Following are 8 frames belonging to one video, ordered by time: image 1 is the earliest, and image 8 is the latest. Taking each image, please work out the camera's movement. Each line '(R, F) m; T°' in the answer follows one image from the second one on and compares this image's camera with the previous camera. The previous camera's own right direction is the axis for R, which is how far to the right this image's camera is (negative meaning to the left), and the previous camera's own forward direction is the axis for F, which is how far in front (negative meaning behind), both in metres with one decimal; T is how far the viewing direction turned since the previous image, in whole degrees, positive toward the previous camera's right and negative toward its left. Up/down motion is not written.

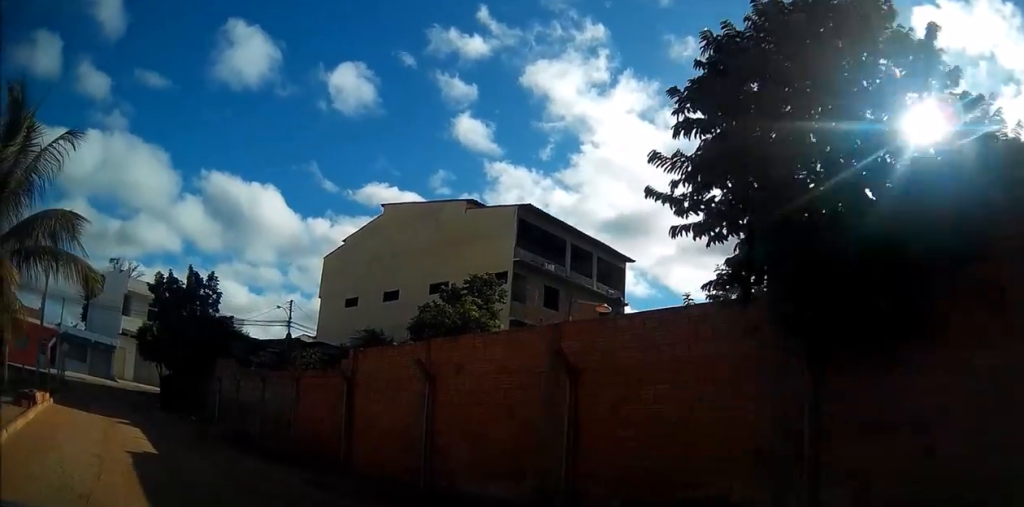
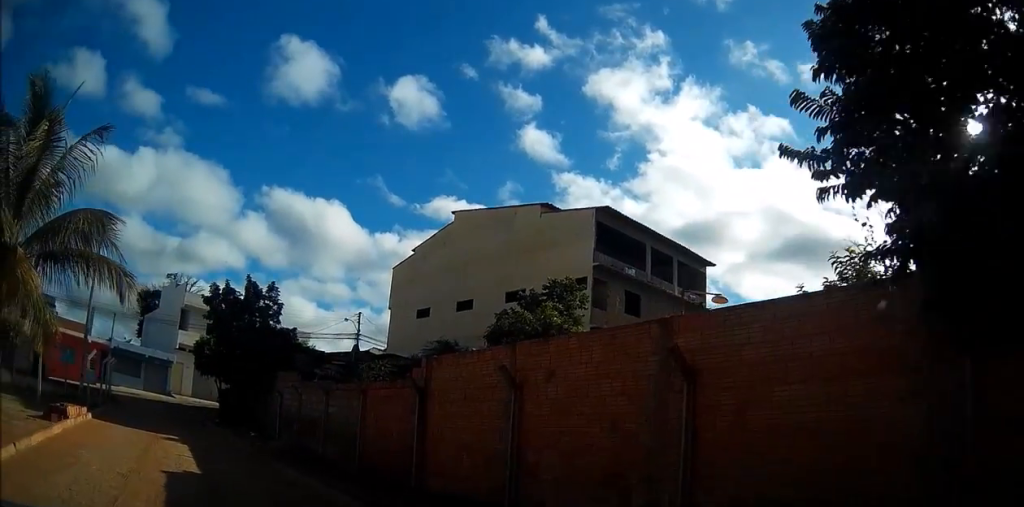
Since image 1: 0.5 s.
(-0.1, +1.6) m; -9°
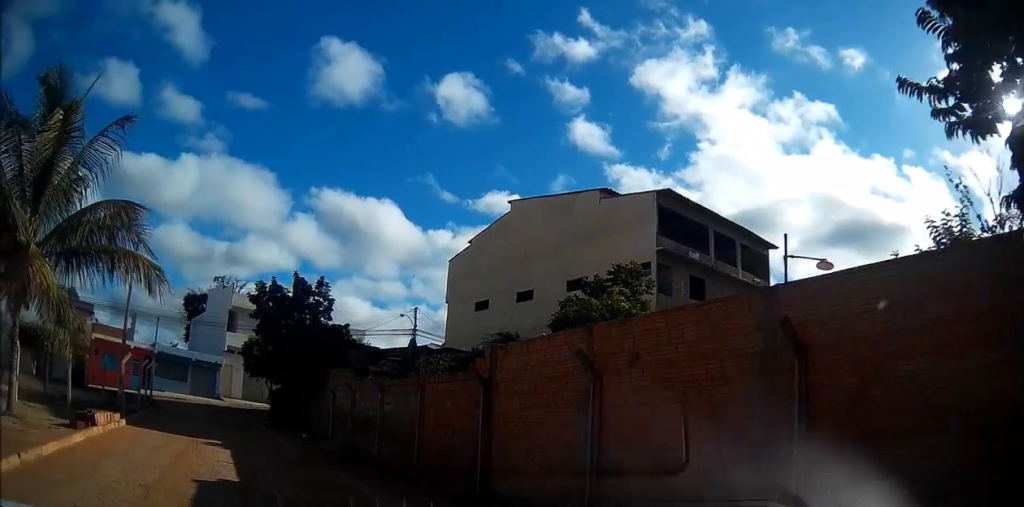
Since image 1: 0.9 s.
(-0.1, +1.1) m; -7°
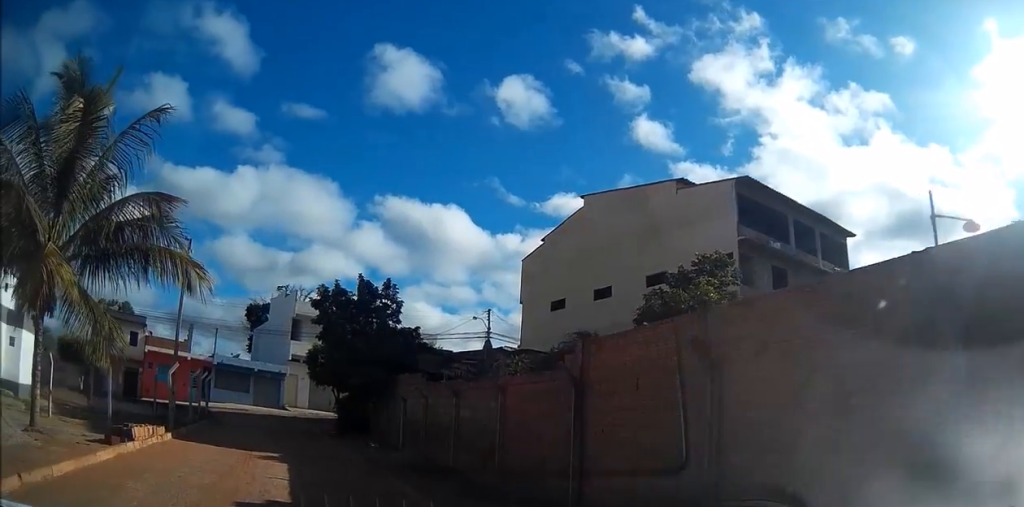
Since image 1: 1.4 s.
(-0.1, +1.3) m; -7°
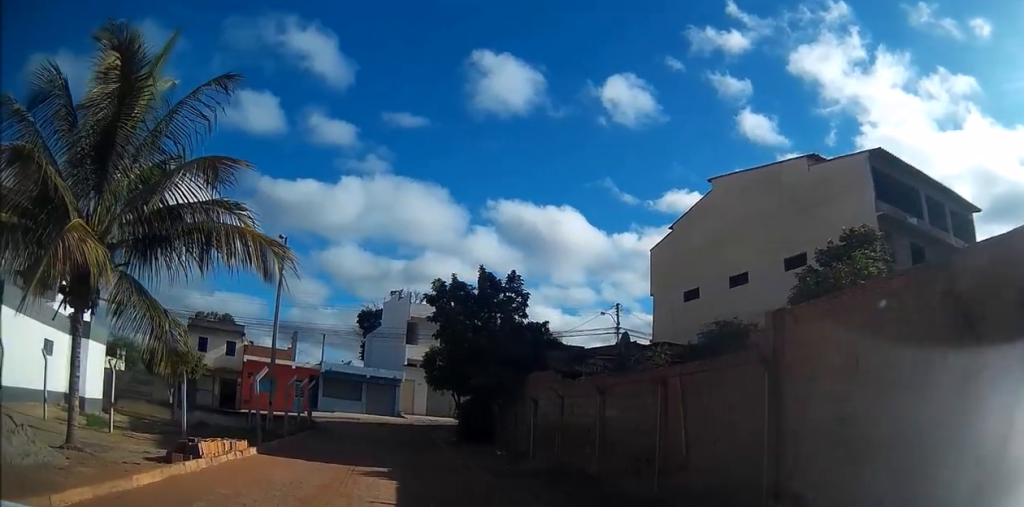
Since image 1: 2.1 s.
(-0.2, +2.0) m; -7°
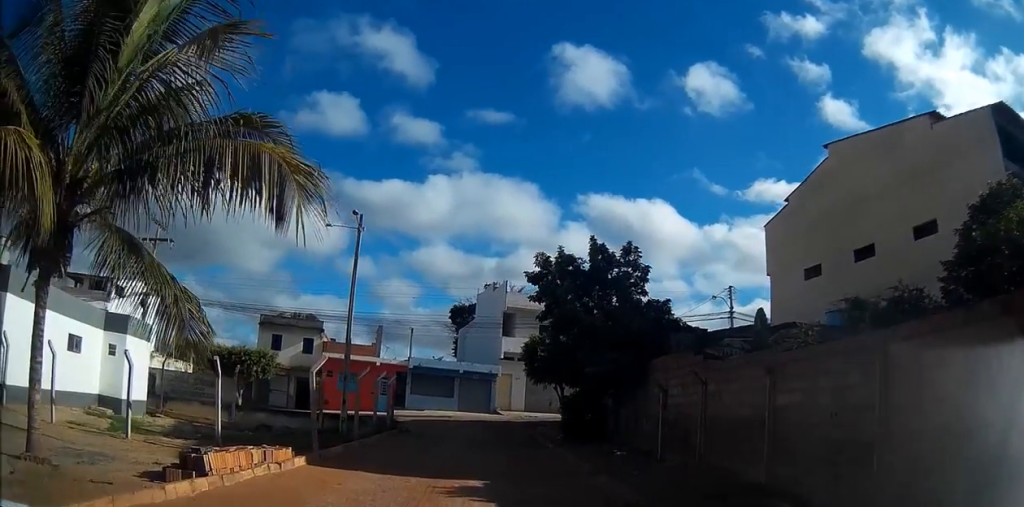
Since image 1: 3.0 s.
(-0.1, +3.1) m; -11°
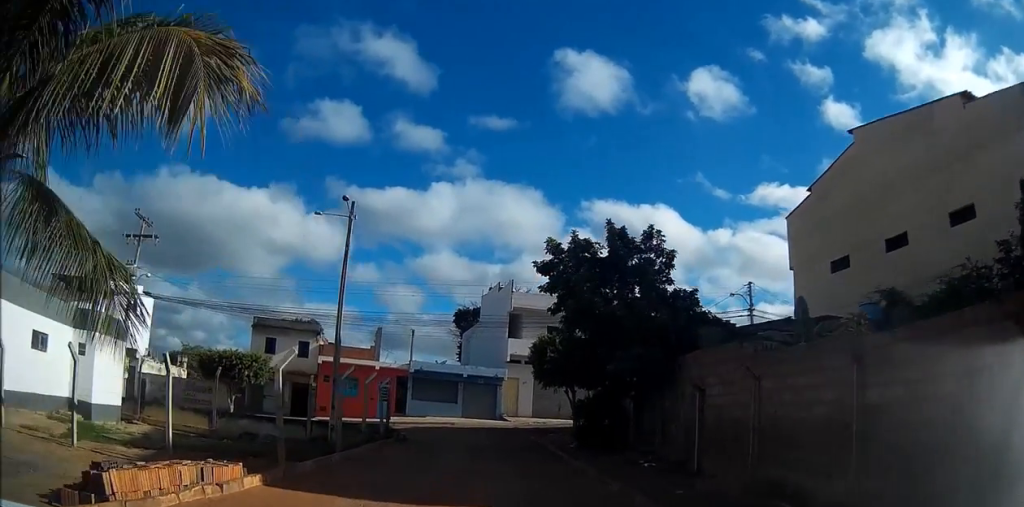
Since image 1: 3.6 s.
(-0.2, +2.1) m; -4°
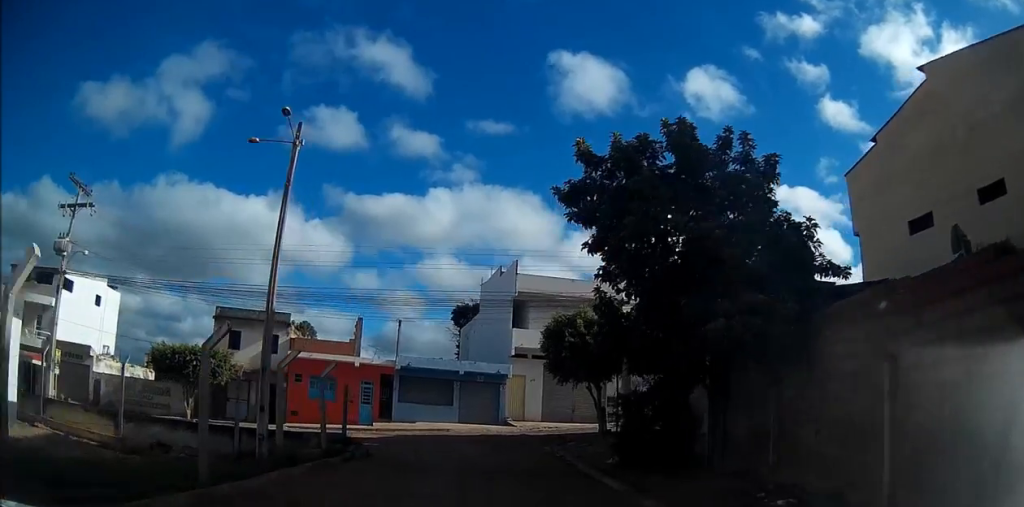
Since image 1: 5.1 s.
(-0.3, +6.2) m; -1°
